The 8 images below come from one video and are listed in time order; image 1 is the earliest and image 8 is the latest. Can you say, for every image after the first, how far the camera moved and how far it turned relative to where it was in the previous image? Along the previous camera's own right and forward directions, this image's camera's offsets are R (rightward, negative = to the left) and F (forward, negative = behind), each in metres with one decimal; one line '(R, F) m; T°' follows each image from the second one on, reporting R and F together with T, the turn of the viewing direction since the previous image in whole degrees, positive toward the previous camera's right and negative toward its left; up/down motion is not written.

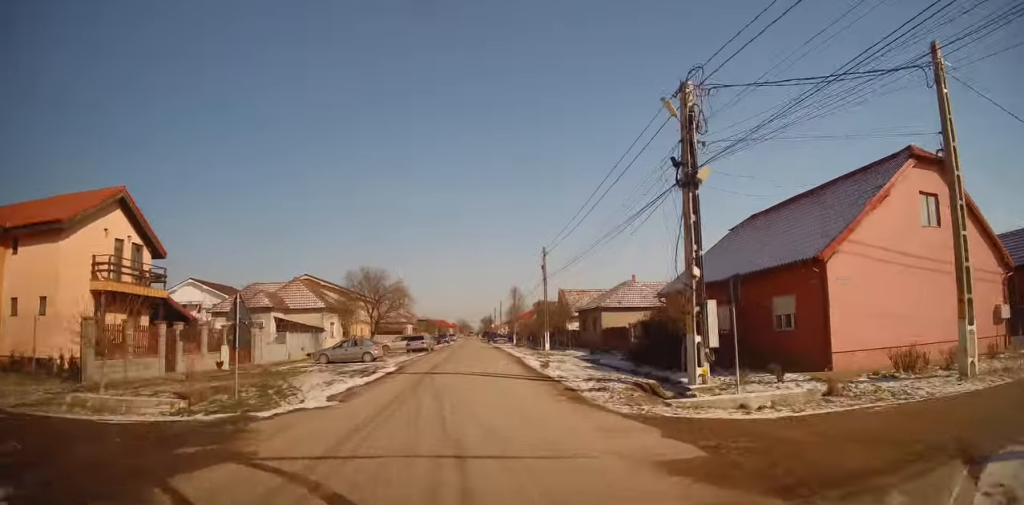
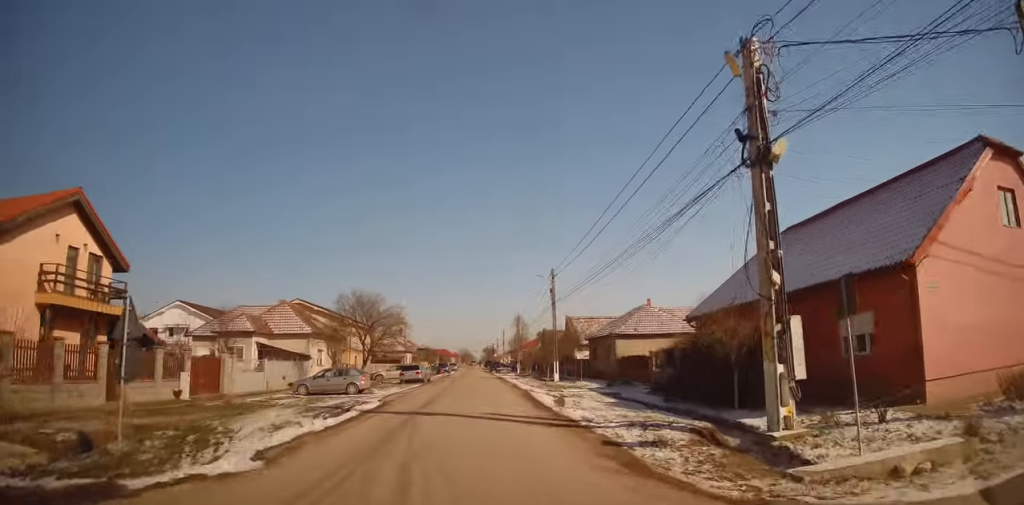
(0.0, +4.0) m; 0°
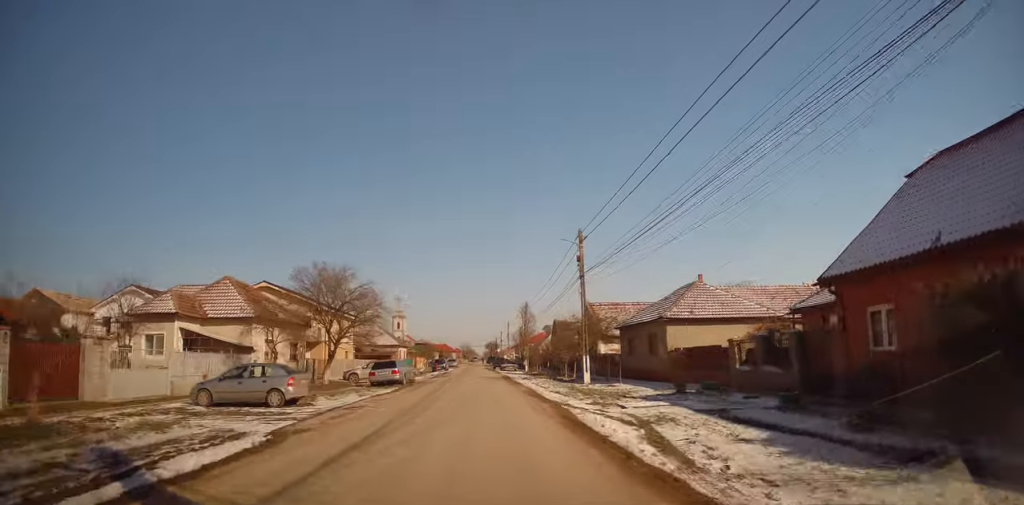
(0.0, +10.5) m; +1°
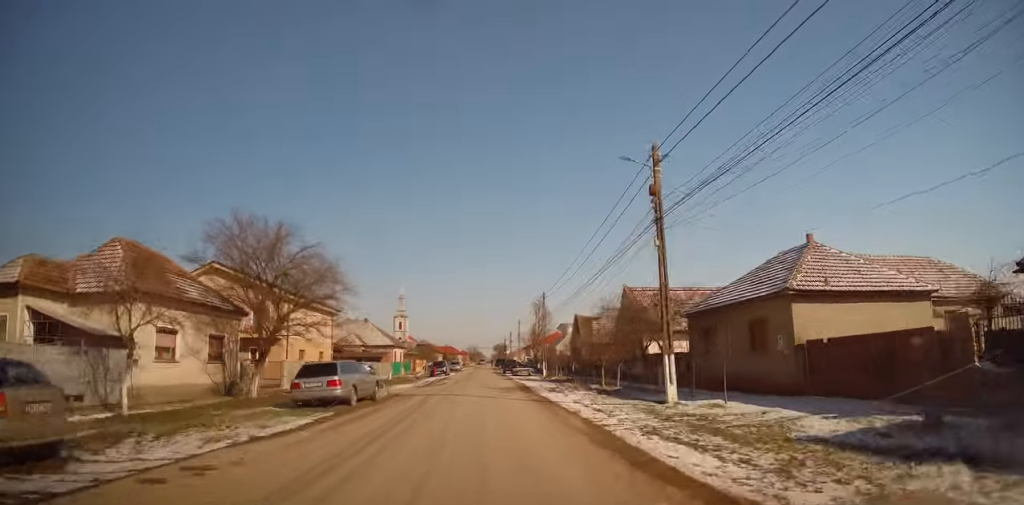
(0.0, +11.1) m; -1°
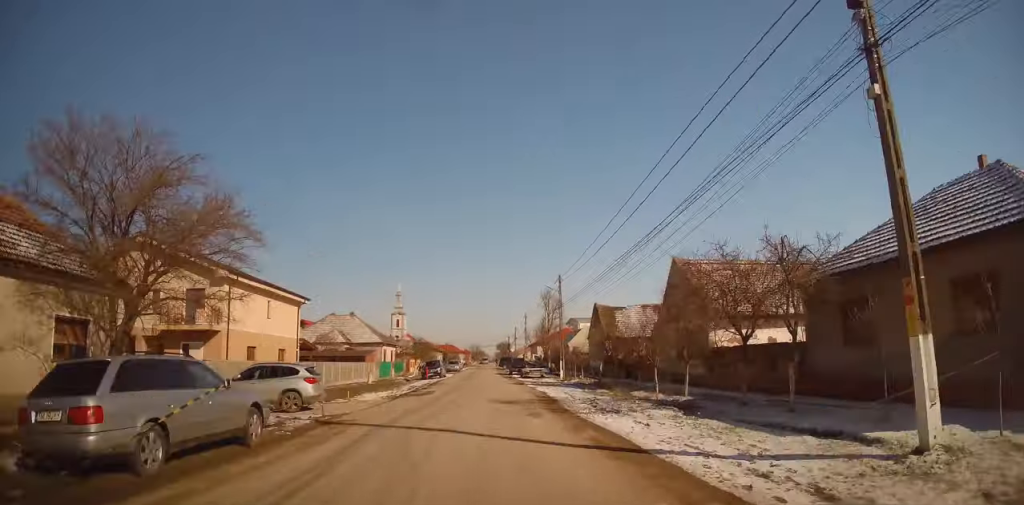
(-0.2, +9.4) m; 0°
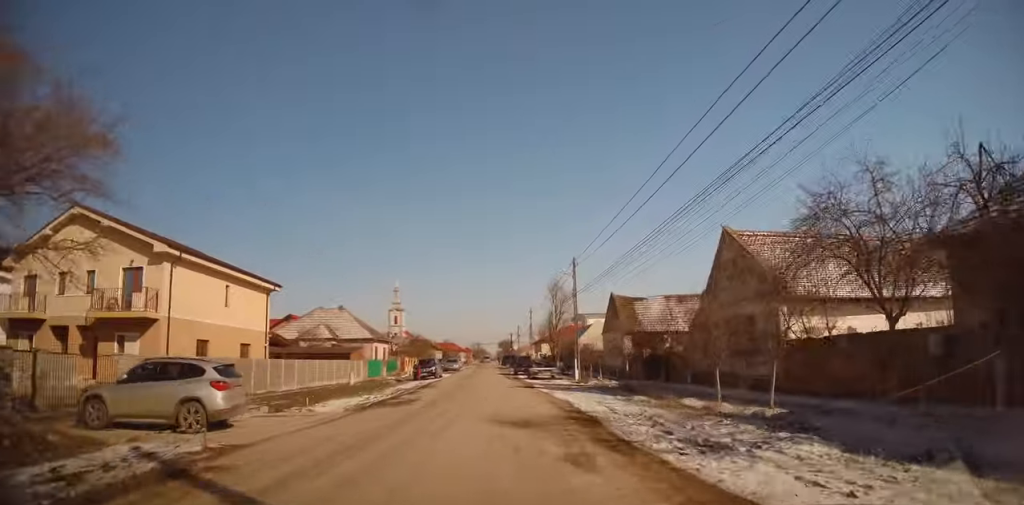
(+0.2, +6.1) m; -1°
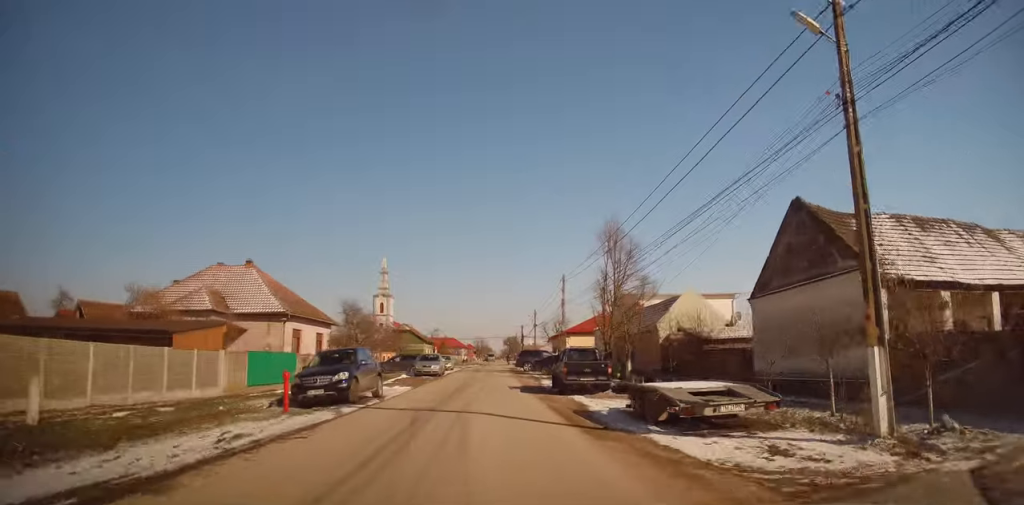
(-0.3, +27.1) m; 0°
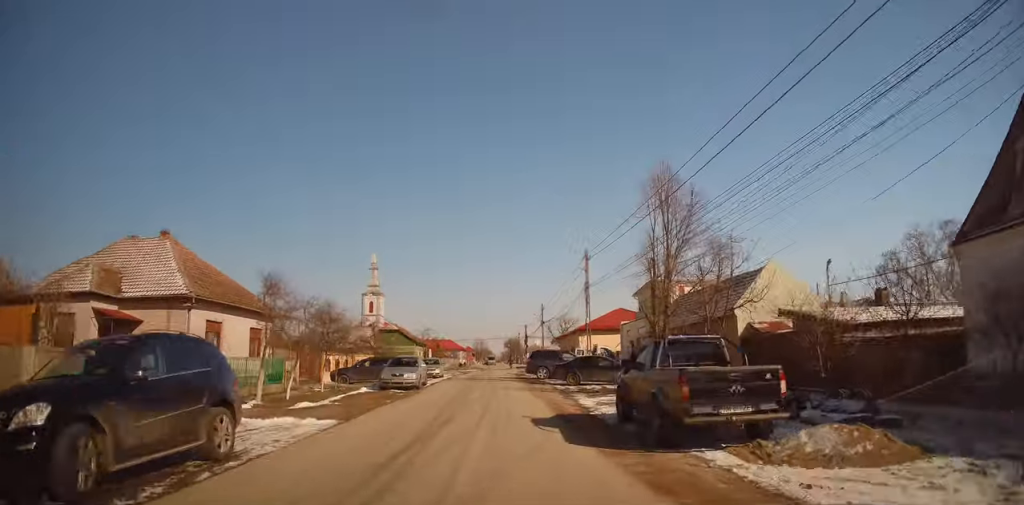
(-0.1, +11.6) m; +1°
